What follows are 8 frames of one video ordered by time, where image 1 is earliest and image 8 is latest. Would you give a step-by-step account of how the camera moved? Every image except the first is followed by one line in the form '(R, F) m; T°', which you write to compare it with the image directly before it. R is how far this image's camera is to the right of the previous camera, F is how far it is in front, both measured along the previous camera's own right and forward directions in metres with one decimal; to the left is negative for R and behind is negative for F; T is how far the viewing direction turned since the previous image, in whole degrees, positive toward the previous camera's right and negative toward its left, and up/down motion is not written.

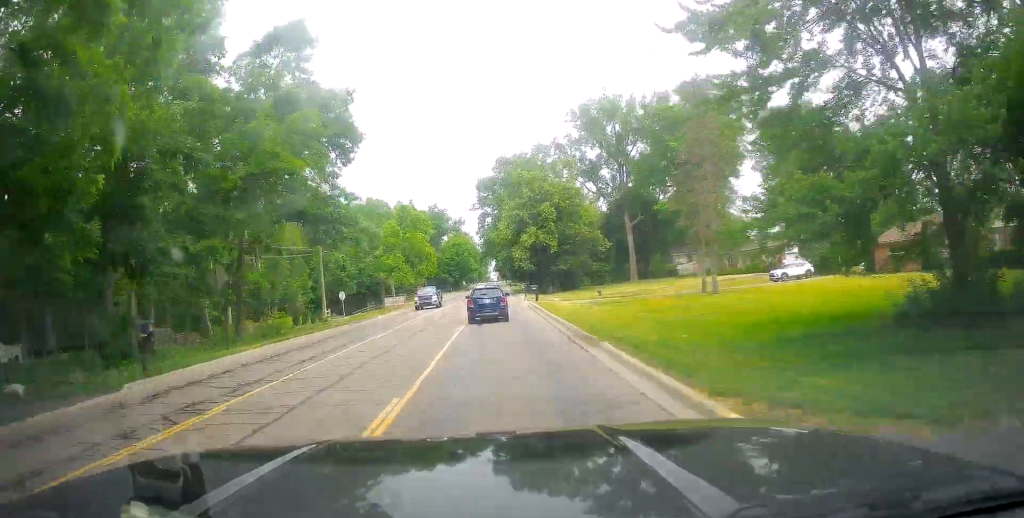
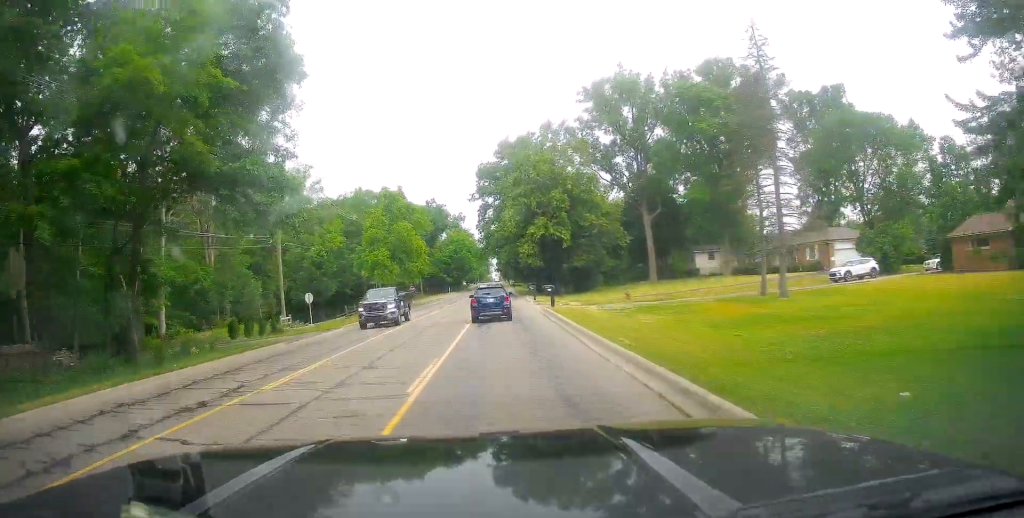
(-0.1, +10.7) m; 0°
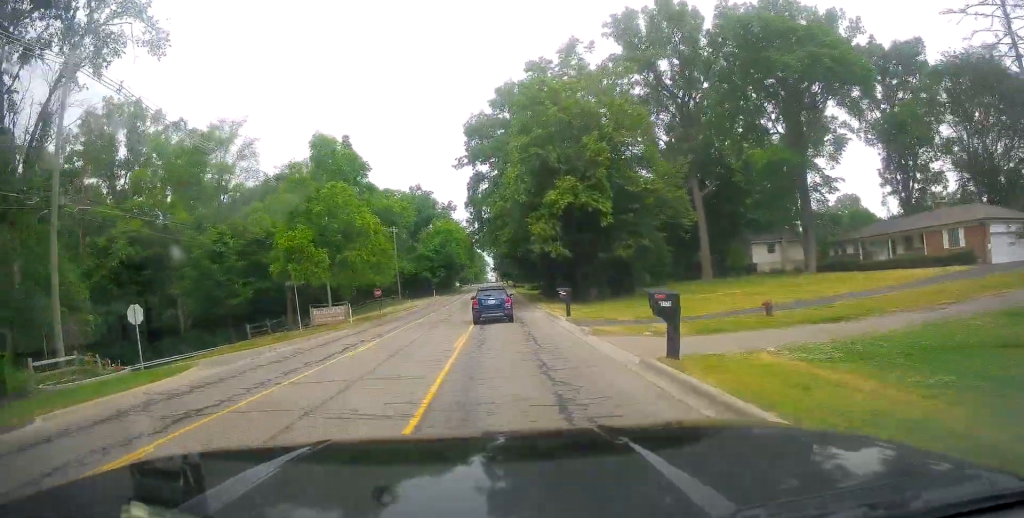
(-0.3, +22.9) m; -1°
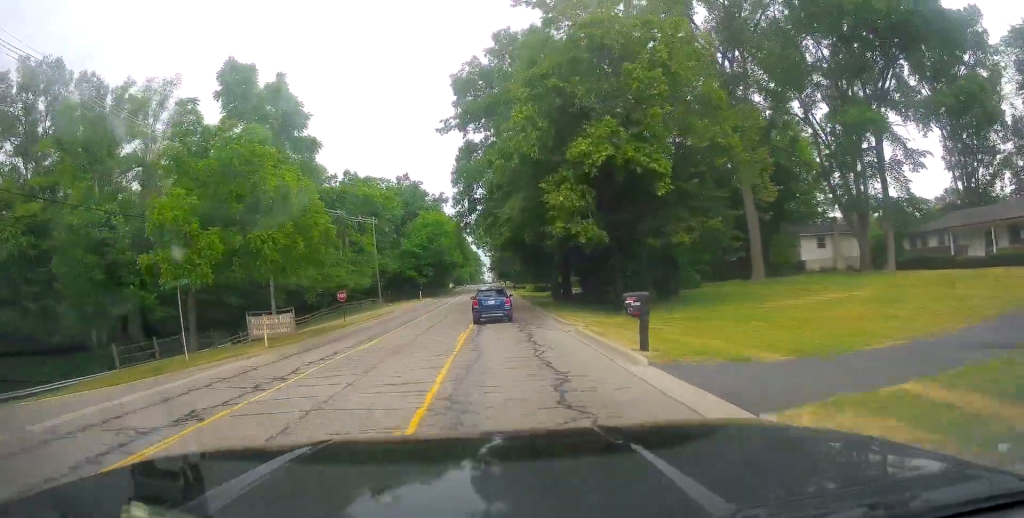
(0.0, +13.6) m; 0°
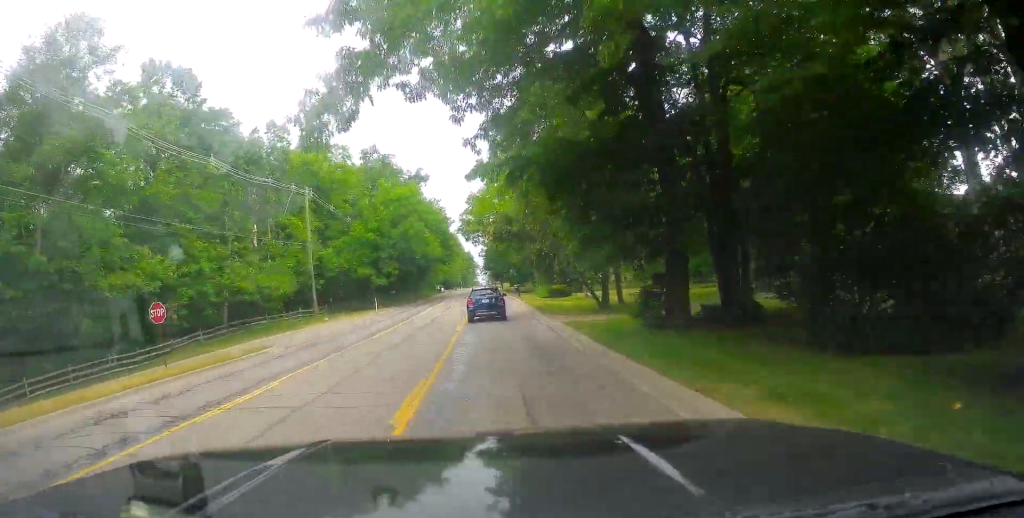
(-0.3, +27.4) m; 0°
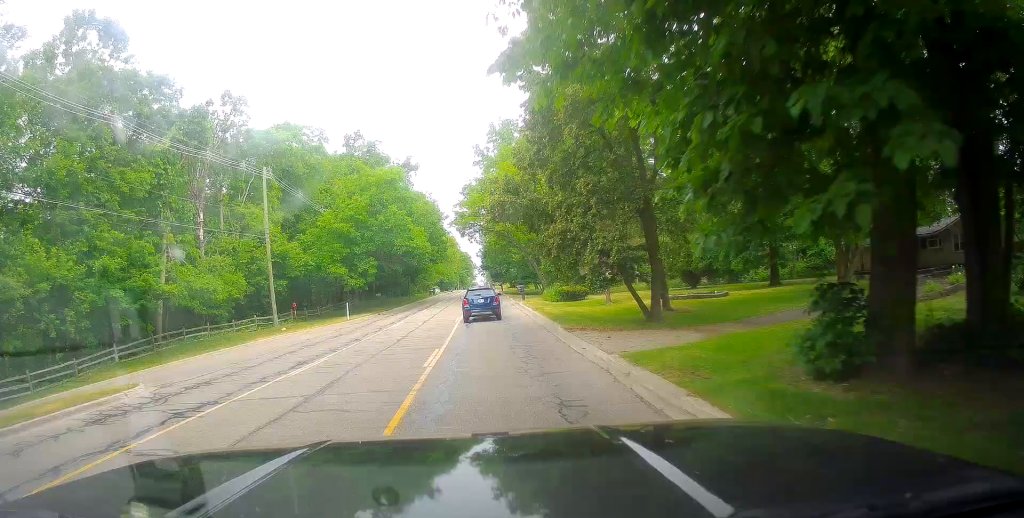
(+0.4, +9.7) m; +1°
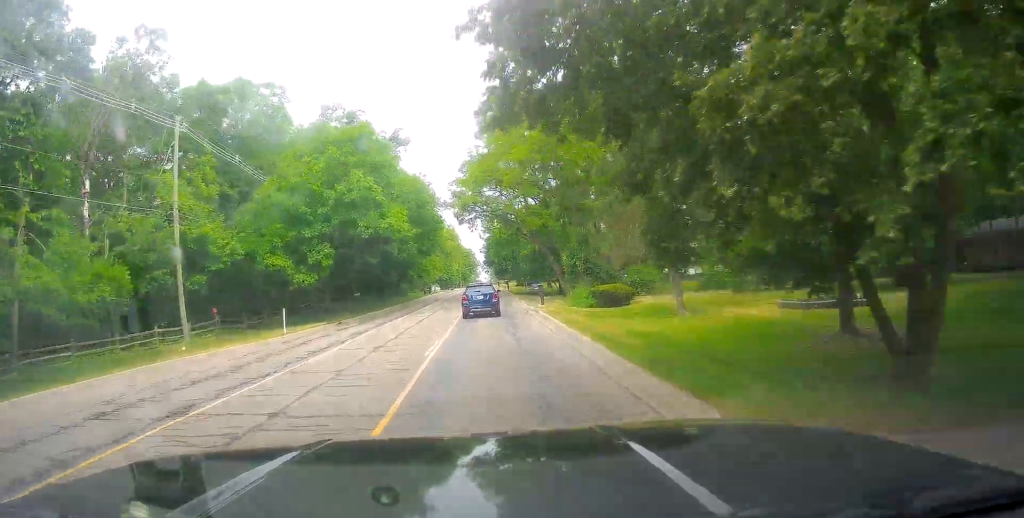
(+0.3, +13.8) m; +1°
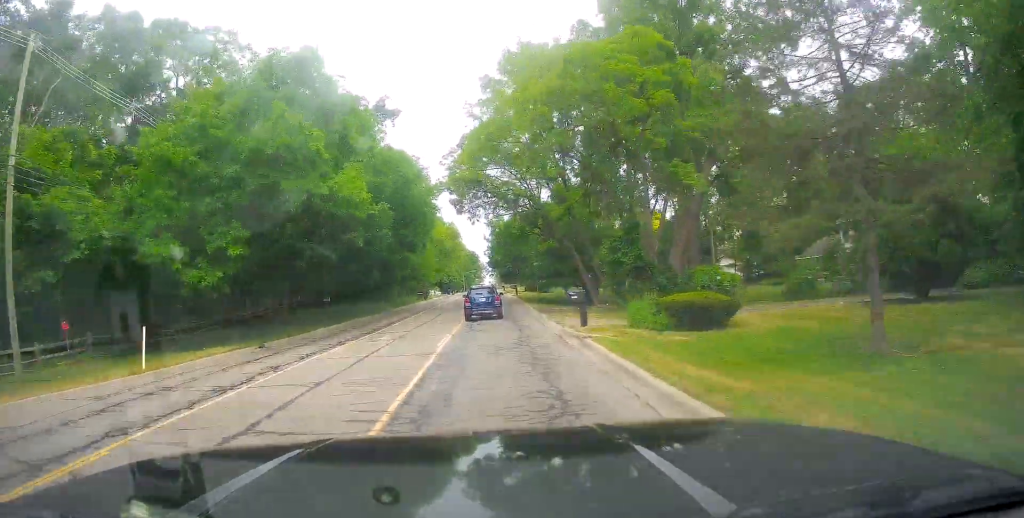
(0.0, +12.8) m; -1°
